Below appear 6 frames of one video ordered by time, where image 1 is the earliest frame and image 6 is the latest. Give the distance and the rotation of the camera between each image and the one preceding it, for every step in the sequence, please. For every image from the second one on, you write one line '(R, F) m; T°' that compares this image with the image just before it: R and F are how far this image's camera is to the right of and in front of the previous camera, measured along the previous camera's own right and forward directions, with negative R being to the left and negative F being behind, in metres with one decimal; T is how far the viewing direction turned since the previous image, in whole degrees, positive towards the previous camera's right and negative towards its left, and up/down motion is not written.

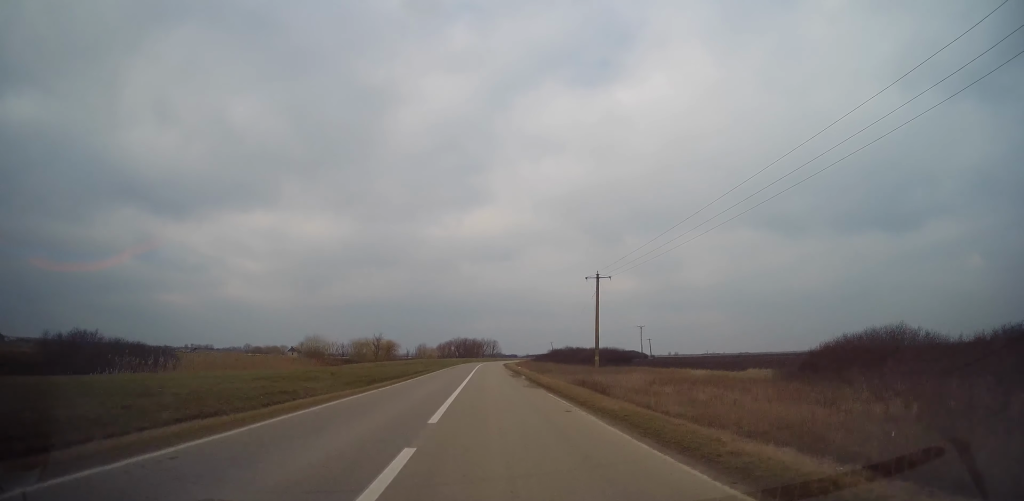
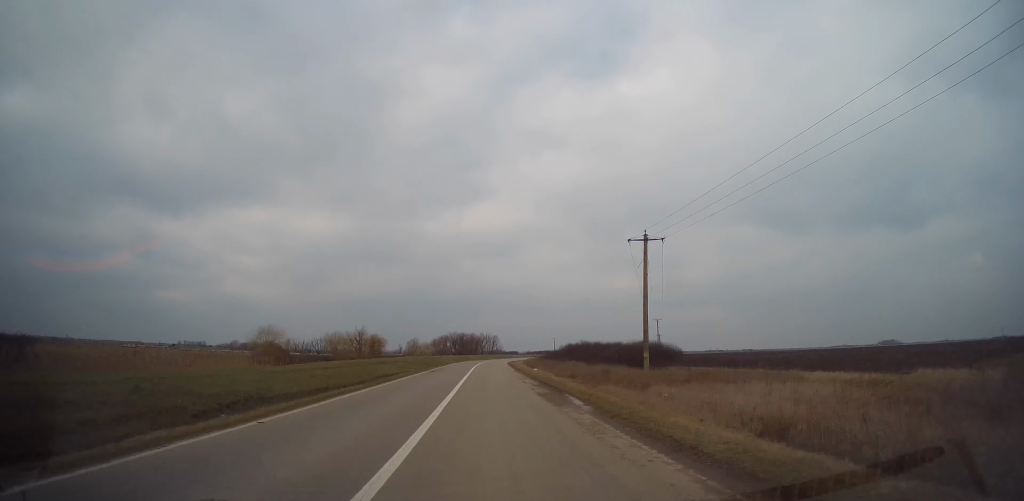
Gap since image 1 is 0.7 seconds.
(-0.1, +19.9) m; 0°
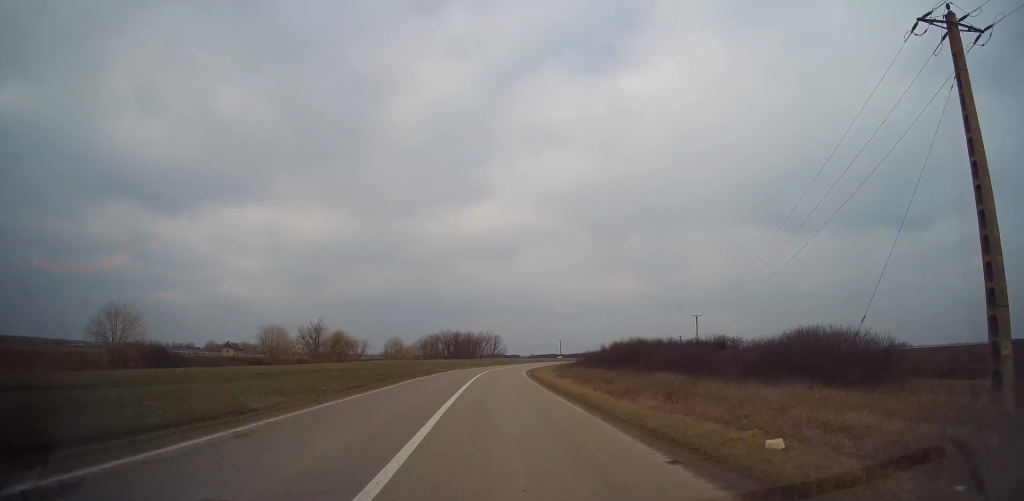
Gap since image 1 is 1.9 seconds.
(-0.2, +34.7) m; 0°
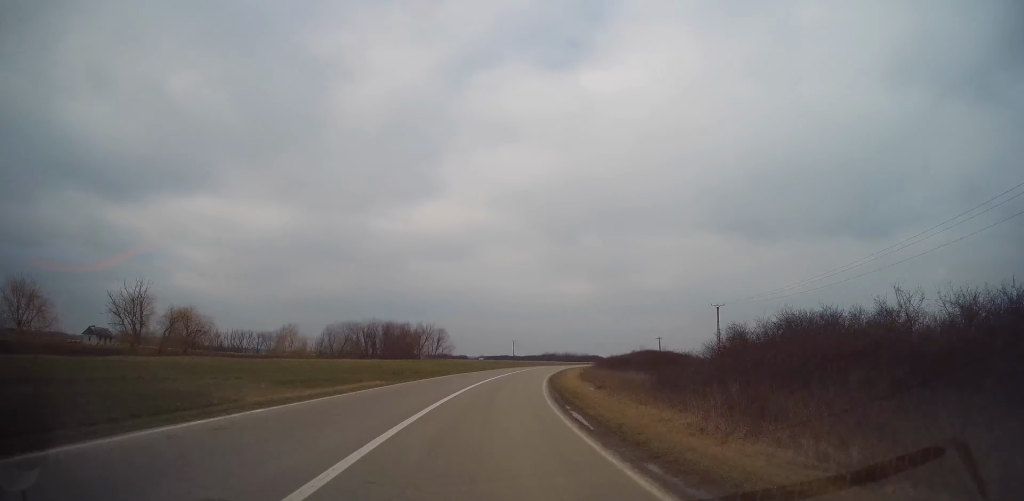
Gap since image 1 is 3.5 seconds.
(+1.1, +42.8) m; +4°
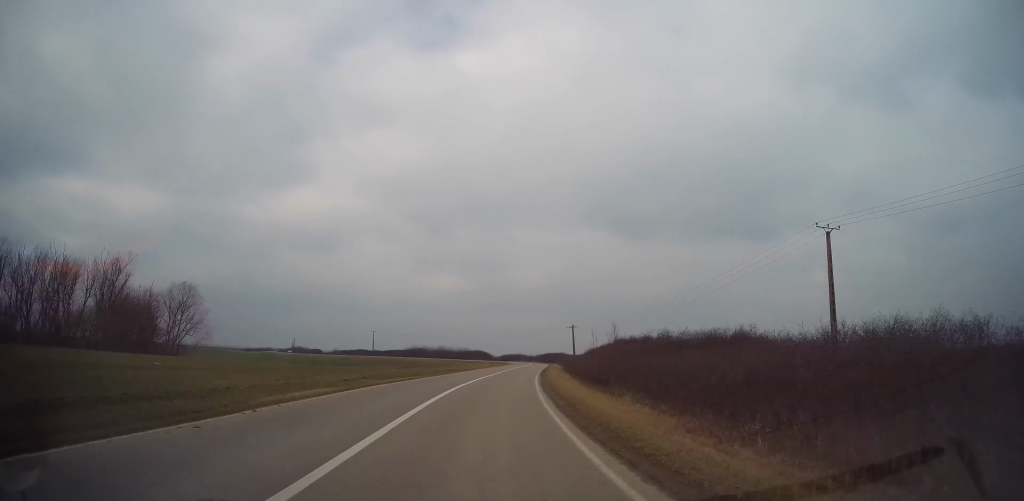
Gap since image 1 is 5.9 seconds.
(+8.2, +66.4) m; +13°
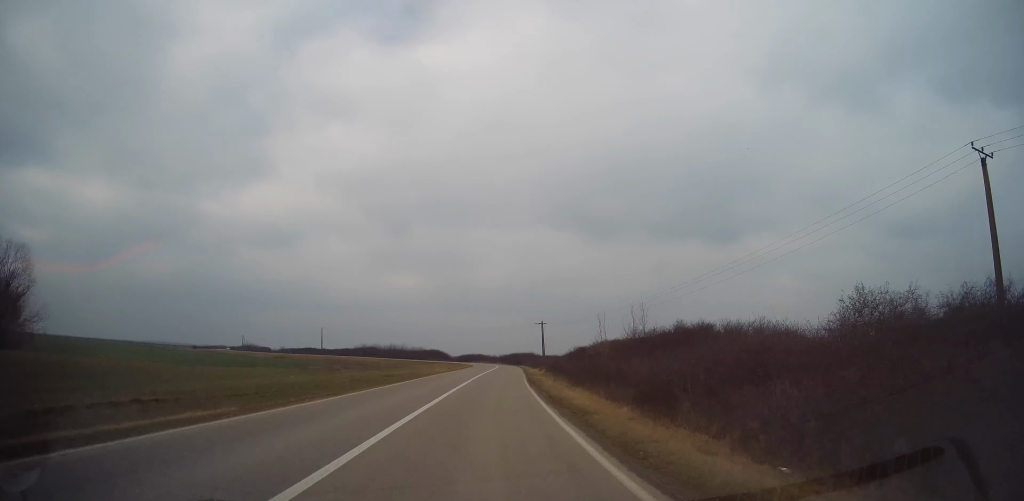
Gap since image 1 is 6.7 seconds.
(+0.4, +20.6) m; +3°
